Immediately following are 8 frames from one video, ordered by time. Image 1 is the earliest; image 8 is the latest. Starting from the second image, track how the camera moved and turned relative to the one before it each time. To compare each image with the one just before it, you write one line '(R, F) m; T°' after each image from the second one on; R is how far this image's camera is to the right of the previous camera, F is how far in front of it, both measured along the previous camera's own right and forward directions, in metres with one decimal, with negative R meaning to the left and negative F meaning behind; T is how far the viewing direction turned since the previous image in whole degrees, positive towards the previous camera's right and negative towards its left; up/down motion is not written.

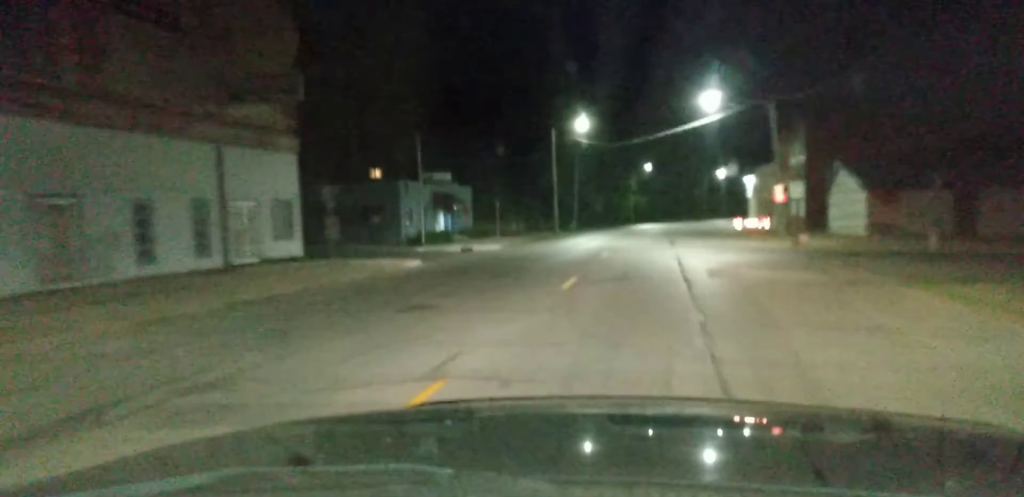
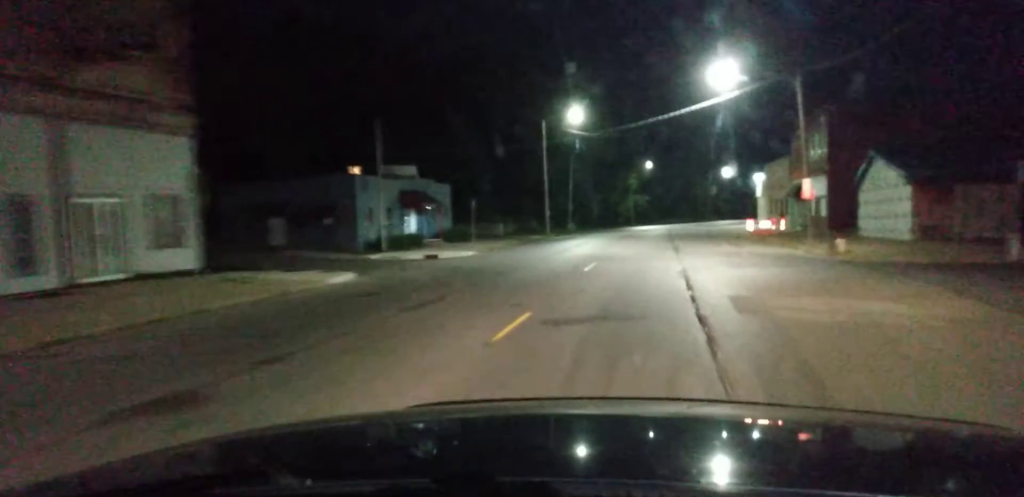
(+0.1, +7.7) m; 0°
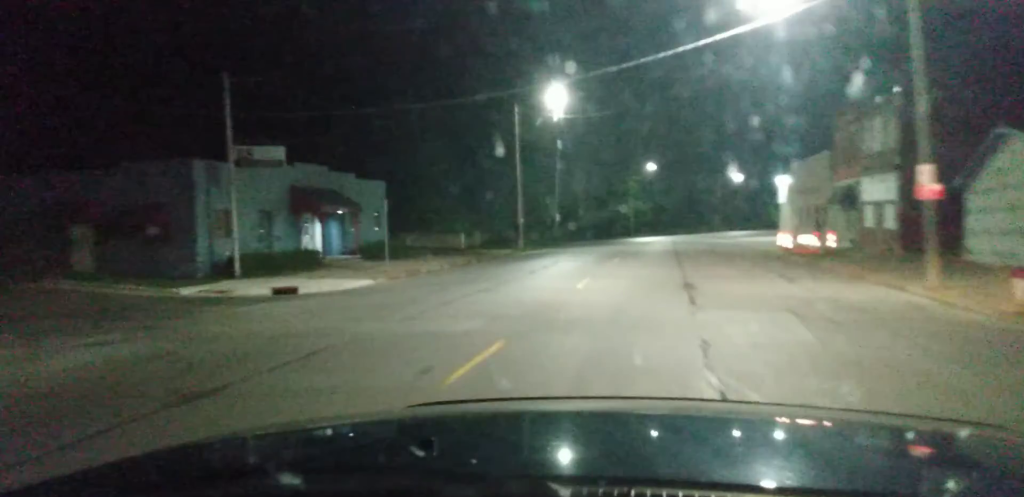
(-0.4, +16.0) m; -5°
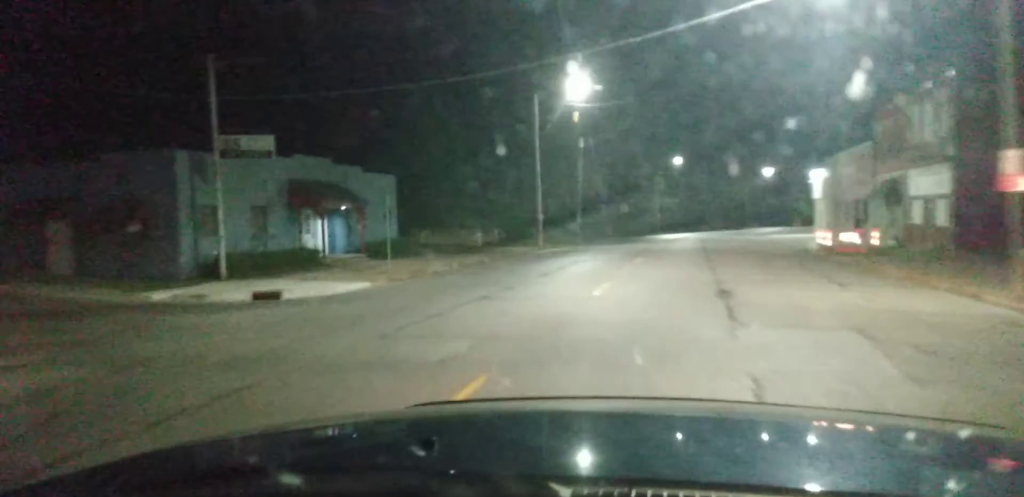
(+0.1, +3.5) m; -2°
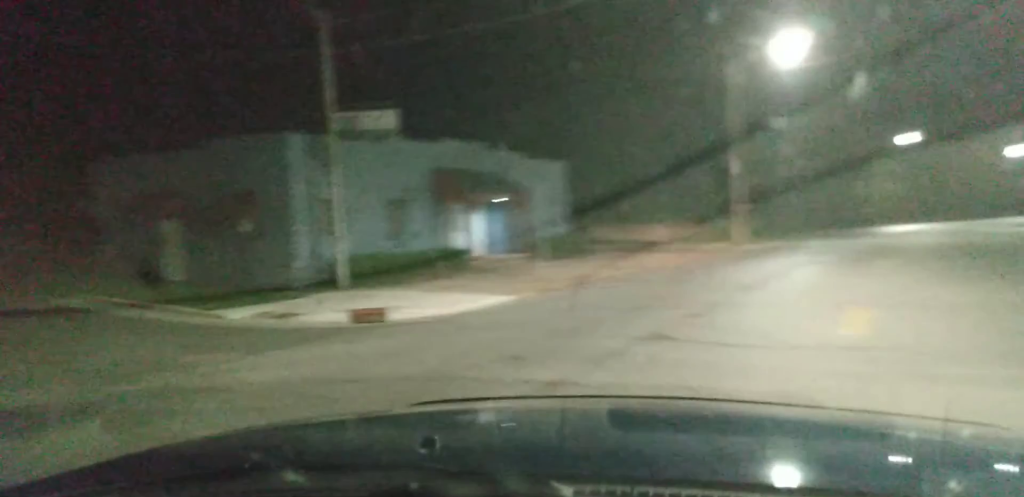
(-0.4, +6.4) m; -11°
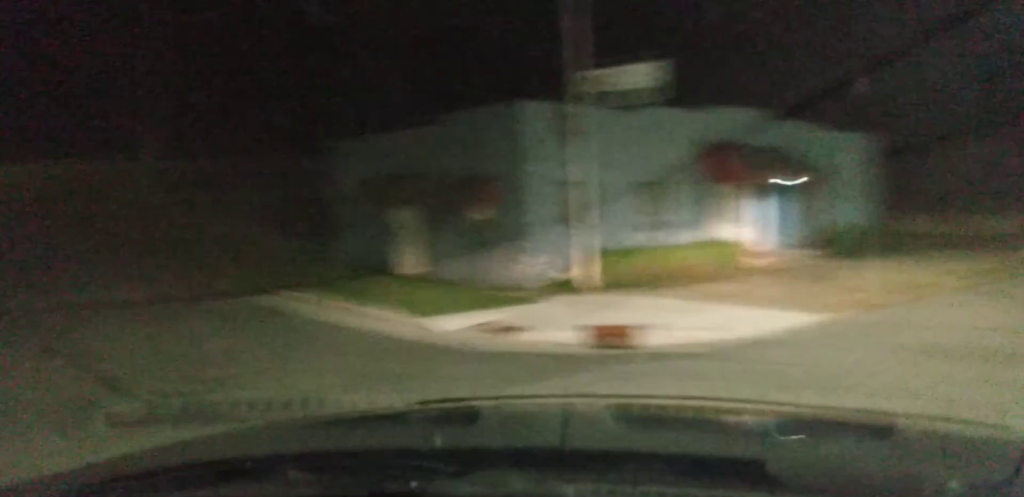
(-0.6, +4.7) m; -19°
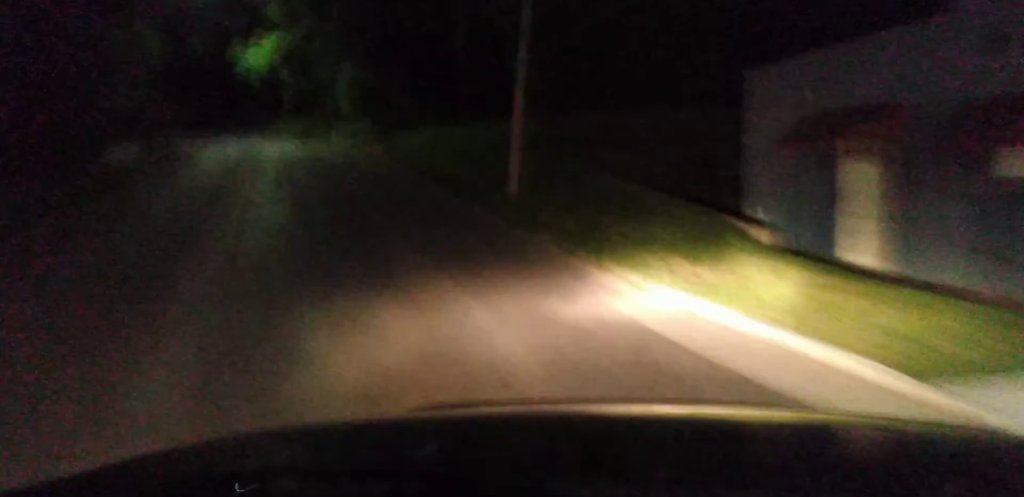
(-1.4, +5.3) m; -25°
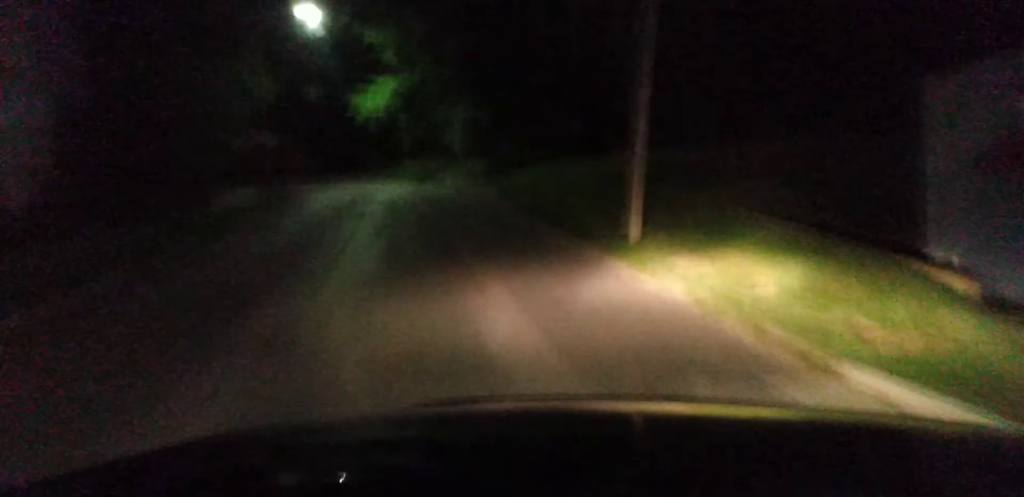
(-0.2, +2.6) m; -9°
